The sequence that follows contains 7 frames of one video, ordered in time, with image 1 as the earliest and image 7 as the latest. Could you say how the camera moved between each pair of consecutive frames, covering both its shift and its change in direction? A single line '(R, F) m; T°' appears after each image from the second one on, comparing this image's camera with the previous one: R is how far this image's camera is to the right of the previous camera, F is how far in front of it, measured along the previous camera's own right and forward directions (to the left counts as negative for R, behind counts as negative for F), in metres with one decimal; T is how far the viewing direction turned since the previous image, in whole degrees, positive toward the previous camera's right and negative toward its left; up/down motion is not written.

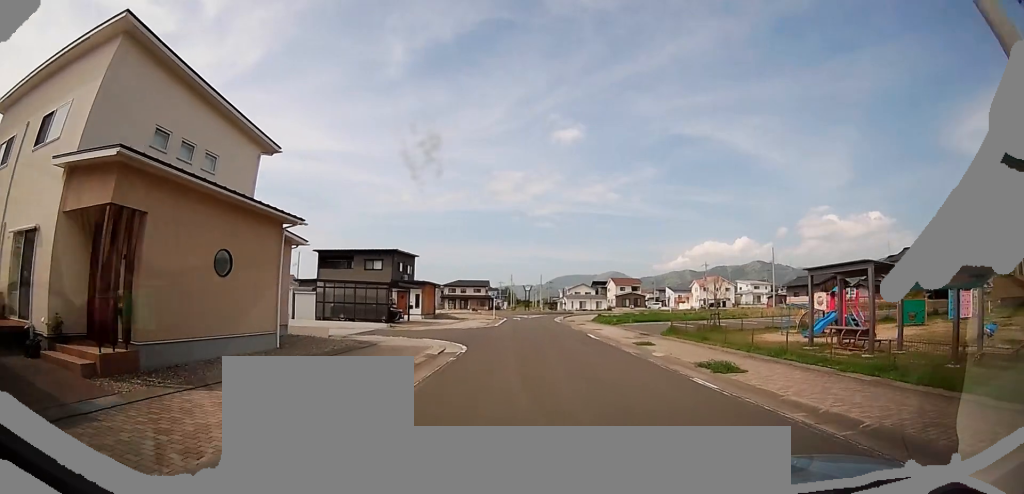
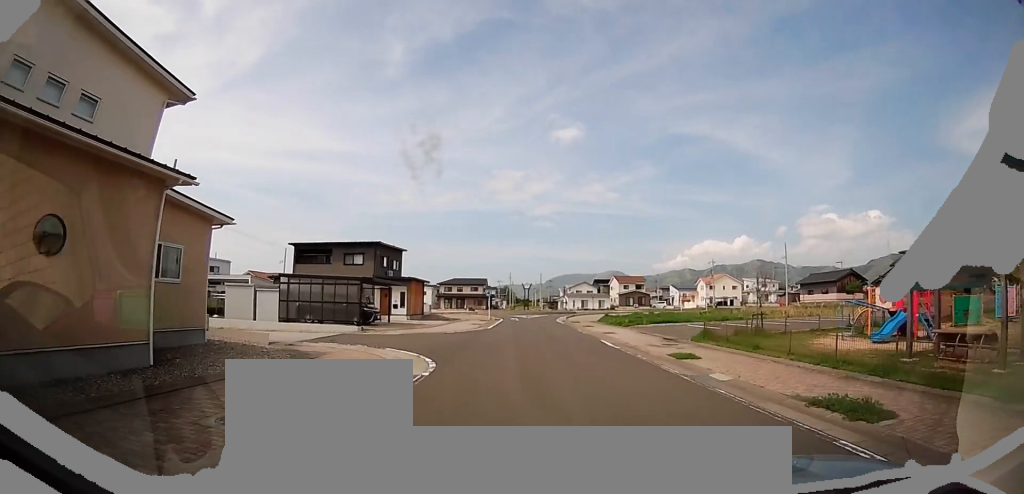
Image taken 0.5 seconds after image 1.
(+0.1, +4.1) m; -4°
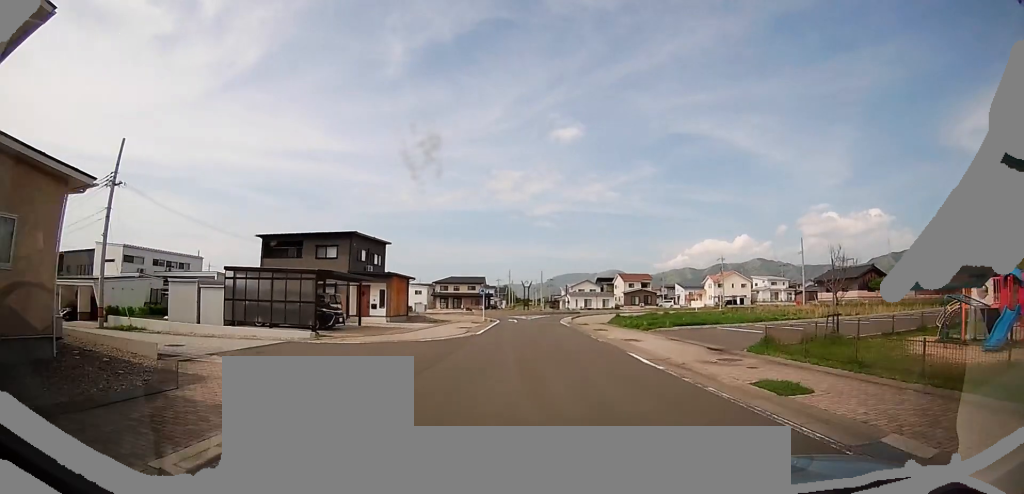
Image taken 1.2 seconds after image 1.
(-0.4, +4.8) m; -1°
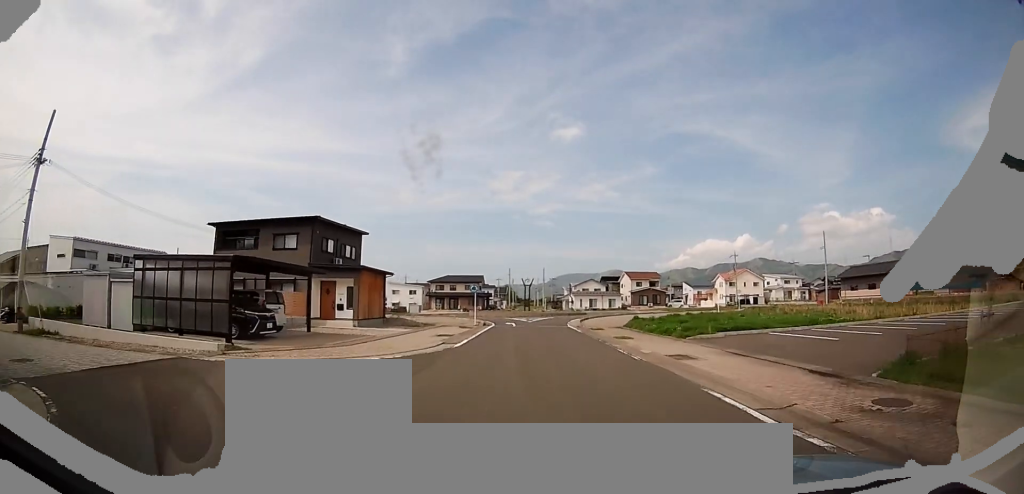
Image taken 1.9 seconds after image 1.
(-0.2, +5.4) m; +2°
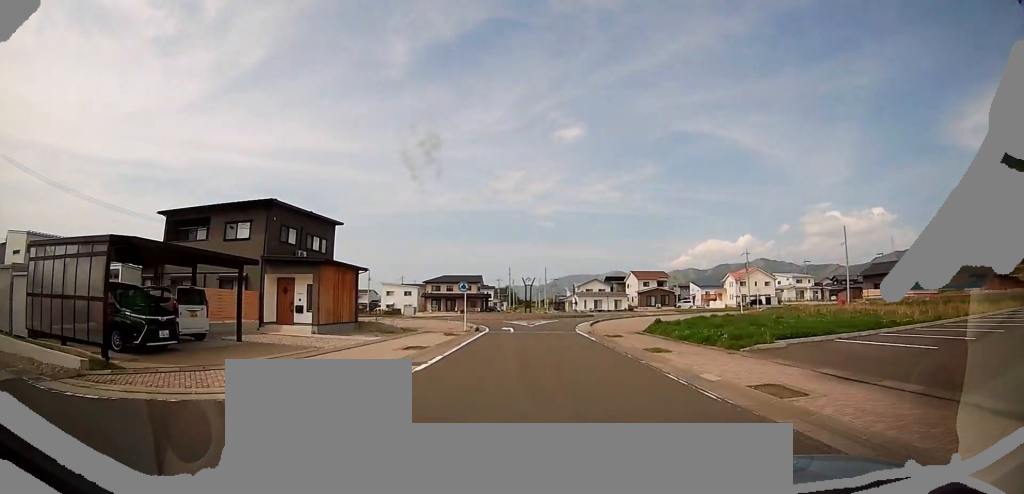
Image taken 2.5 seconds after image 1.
(+0.3, +4.2) m; +5°
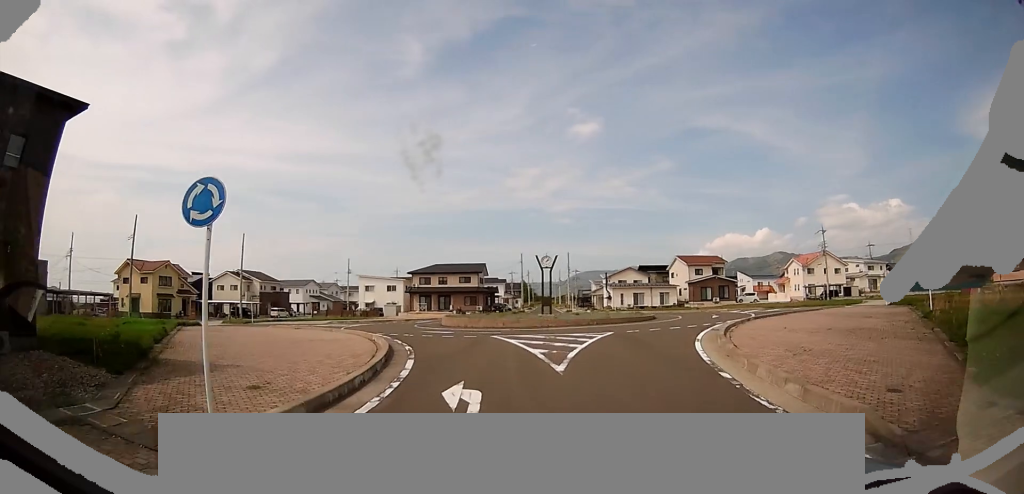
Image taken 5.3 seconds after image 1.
(-1.0, +17.8) m; -16°
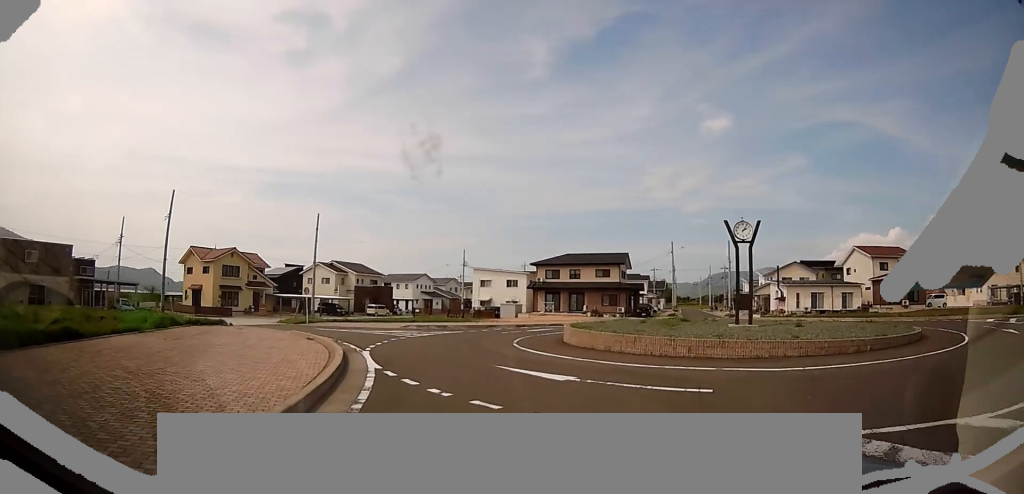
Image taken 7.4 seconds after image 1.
(-0.9, +13.2) m; -9°
